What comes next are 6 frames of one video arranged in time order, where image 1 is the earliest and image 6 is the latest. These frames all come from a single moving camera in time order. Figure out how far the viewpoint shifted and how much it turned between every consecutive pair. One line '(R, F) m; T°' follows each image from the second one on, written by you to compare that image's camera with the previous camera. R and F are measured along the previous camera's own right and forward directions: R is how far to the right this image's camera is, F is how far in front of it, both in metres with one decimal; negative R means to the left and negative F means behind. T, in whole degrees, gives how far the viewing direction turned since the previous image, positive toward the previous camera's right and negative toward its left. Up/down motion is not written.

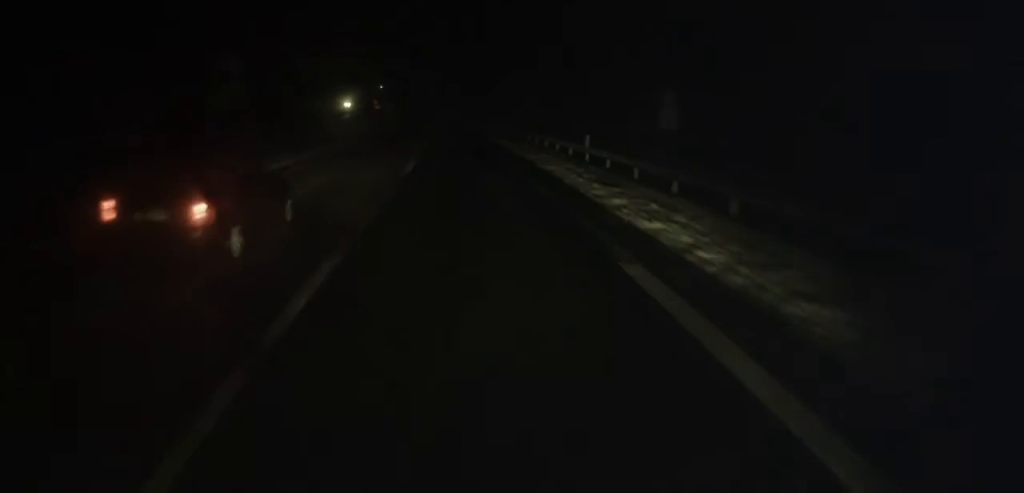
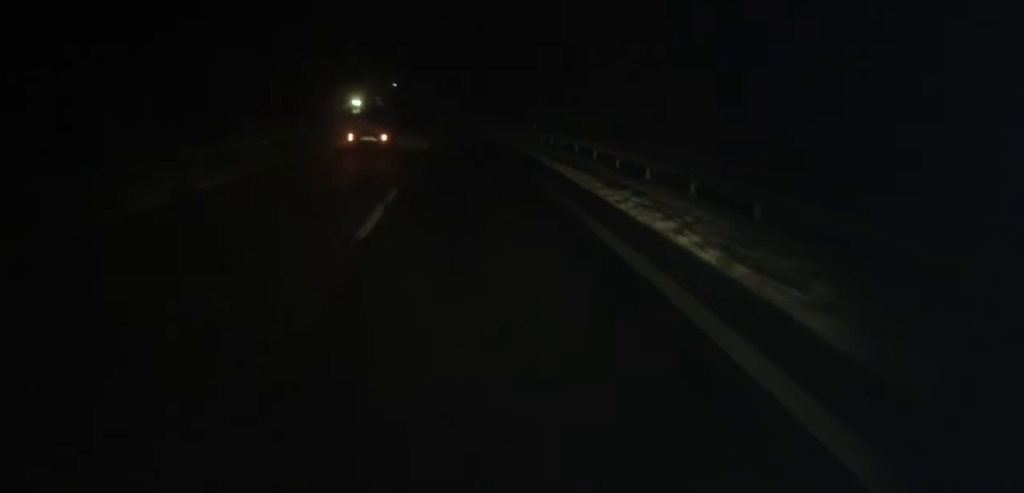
(0.0, +28.8) m; -1°
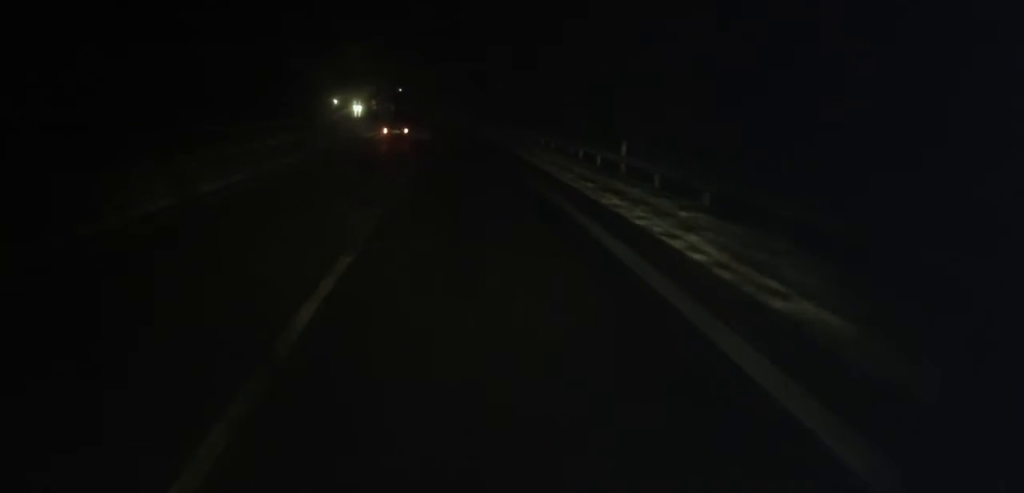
(-0.4, +25.0) m; -1°
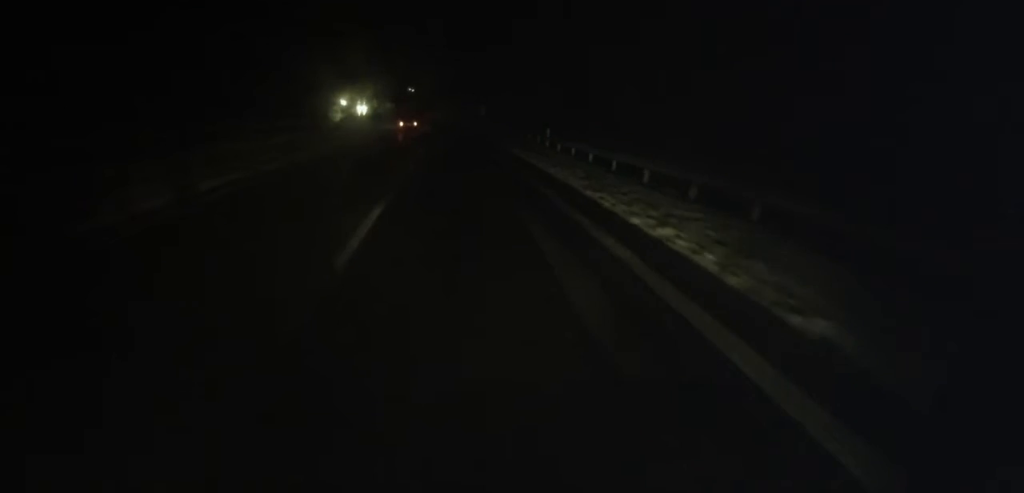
(-0.2, +30.6) m; 0°
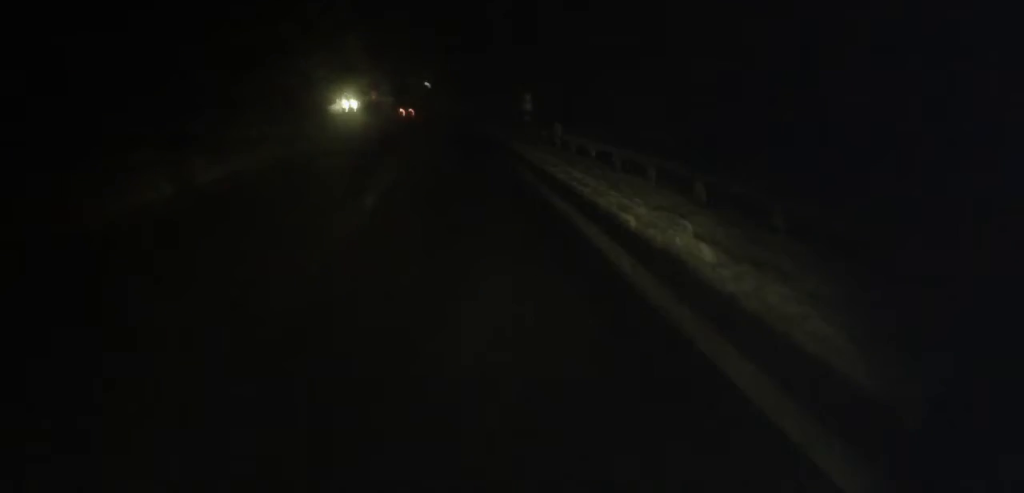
(-1.1, +49.5) m; -3°
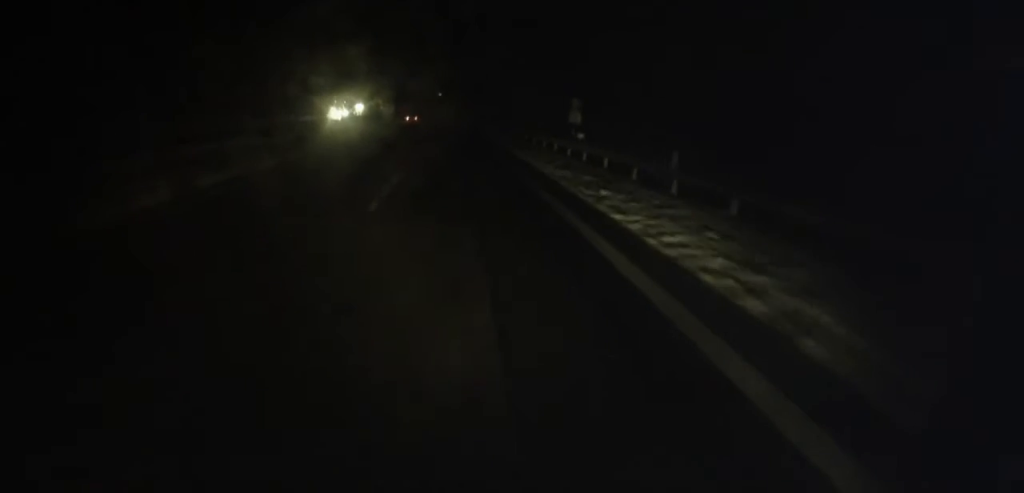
(0.0, +18.2) m; 0°
